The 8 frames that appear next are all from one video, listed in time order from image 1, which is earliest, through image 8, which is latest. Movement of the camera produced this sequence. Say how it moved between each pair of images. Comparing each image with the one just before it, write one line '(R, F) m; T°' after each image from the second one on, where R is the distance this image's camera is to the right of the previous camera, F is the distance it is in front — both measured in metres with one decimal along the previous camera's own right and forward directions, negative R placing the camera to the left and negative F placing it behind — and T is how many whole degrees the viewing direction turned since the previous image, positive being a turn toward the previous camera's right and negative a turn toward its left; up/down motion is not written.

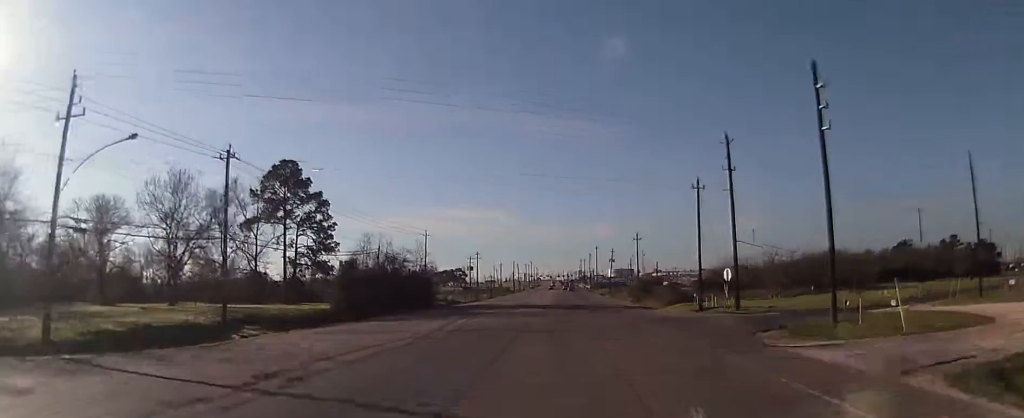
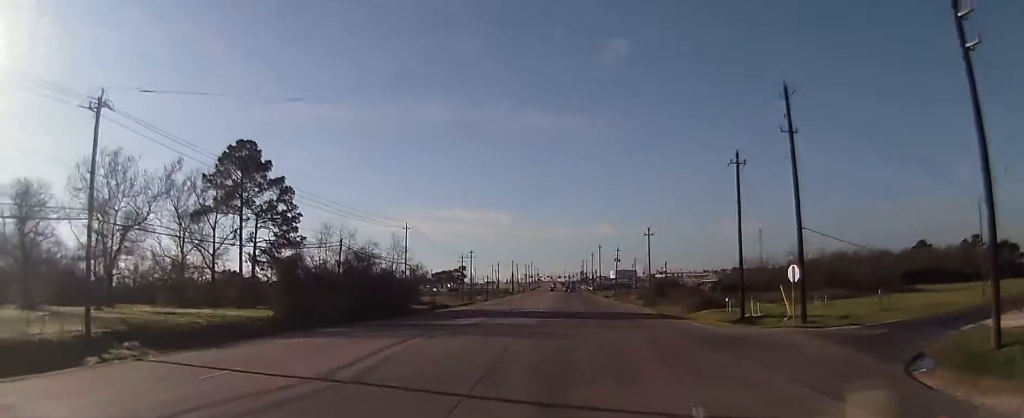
(-0.1, +15.4) m; 0°
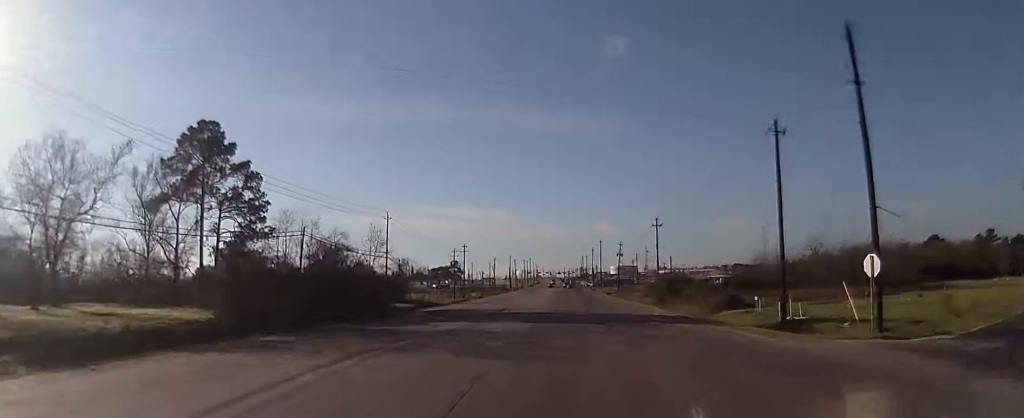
(0.0, +10.5) m; 0°
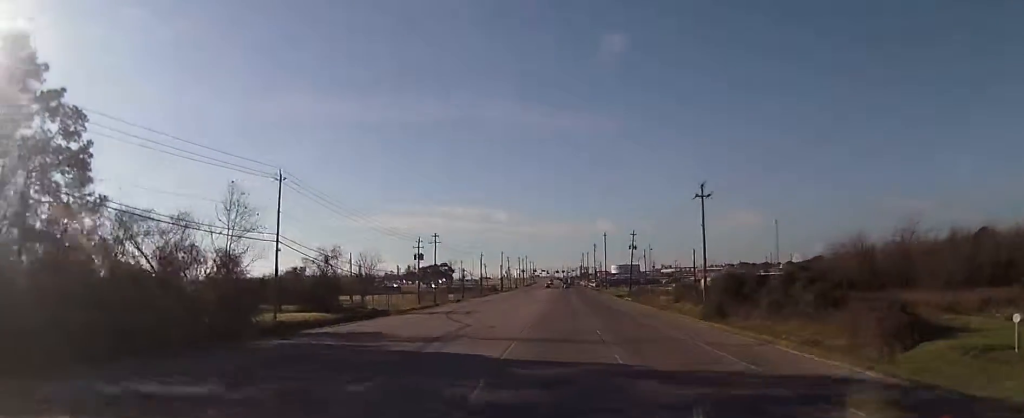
(+0.6, +34.9) m; +1°
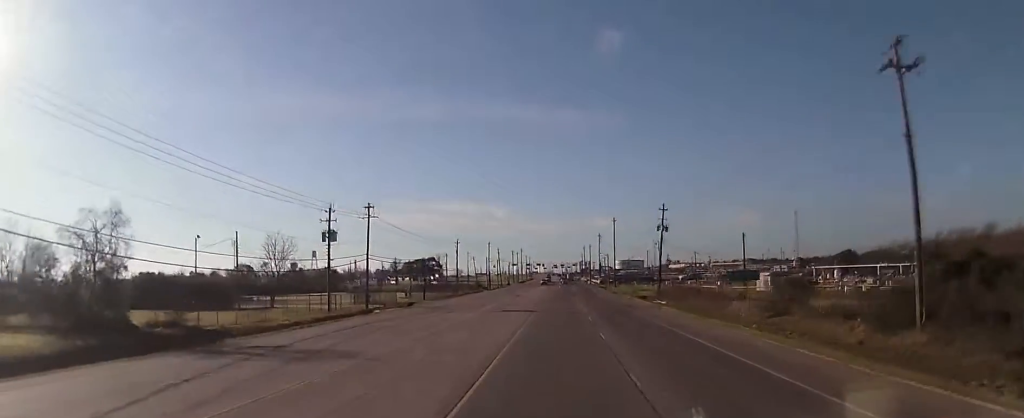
(-0.8, +41.6) m; -1°
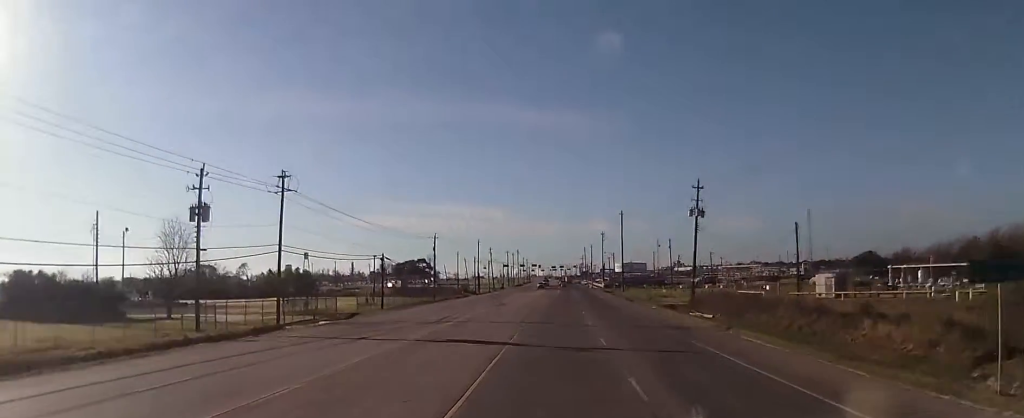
(+0.6, +25.5) m; +2°
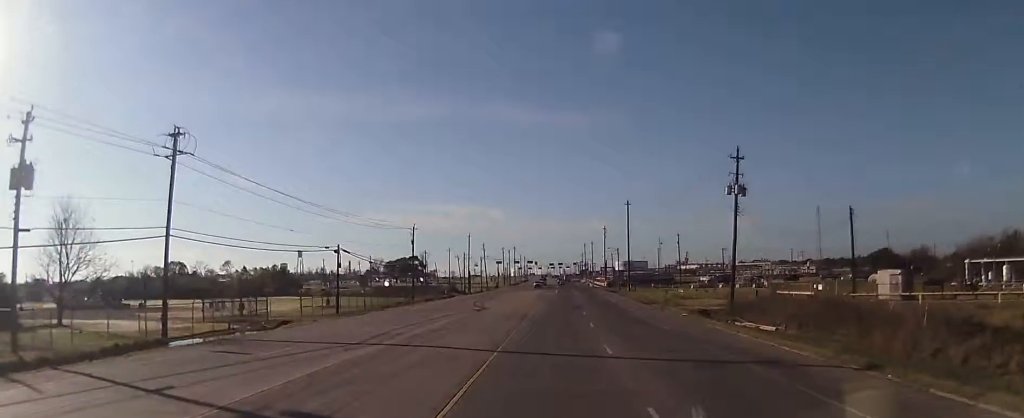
(+0.3, +17.0) m; 0°
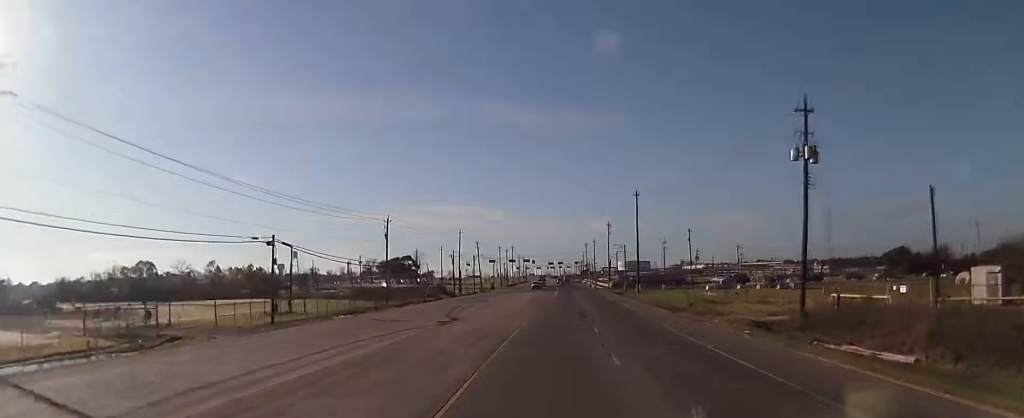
(-0.4, +16.1) m; -1°
